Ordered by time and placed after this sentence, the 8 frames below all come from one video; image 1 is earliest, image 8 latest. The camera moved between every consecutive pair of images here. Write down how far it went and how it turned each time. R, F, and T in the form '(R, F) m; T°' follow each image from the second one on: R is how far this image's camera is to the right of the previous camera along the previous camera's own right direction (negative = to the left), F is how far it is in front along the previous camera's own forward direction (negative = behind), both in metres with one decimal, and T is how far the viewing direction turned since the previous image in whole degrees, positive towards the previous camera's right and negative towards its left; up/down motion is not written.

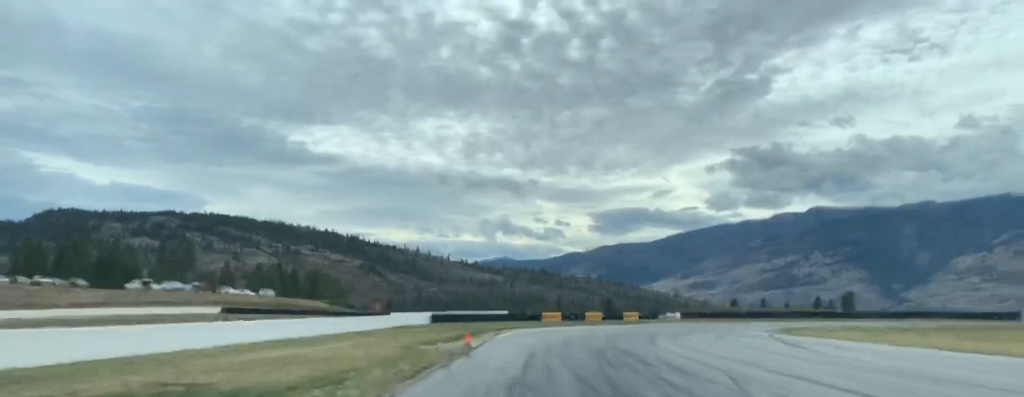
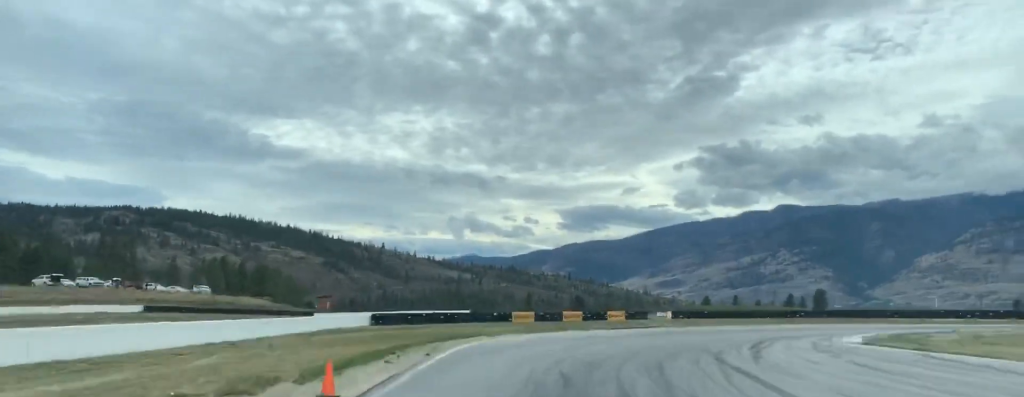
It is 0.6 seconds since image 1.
(+0.4, +16.1) m; +5°
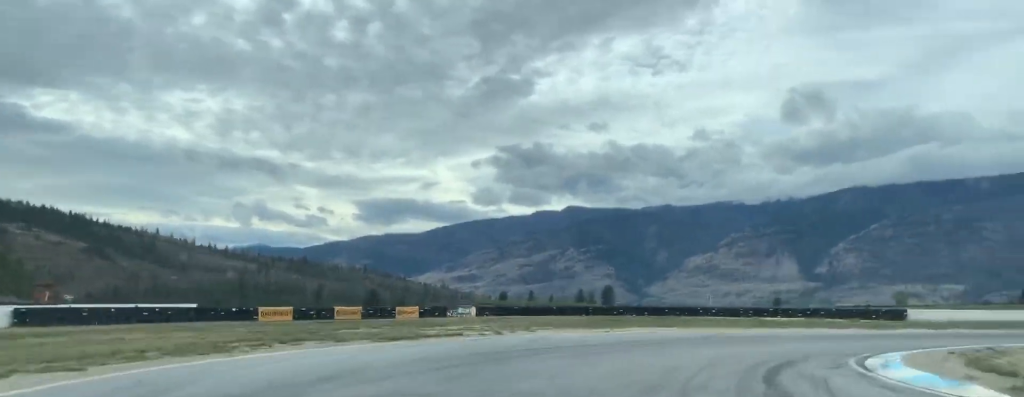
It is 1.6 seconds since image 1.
(+1.6, +21.2) m; +17°
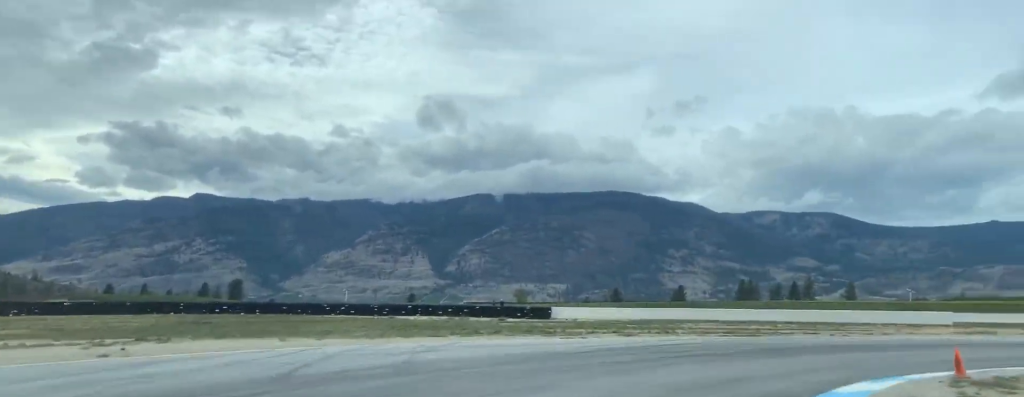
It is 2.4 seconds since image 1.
(+2.5, +15.7) m; +25°
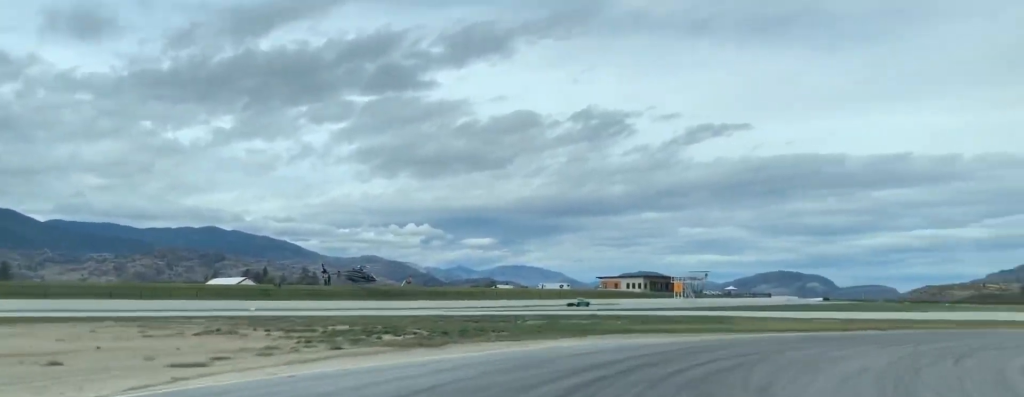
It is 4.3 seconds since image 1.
(+16.6, +25.6) m; +64°
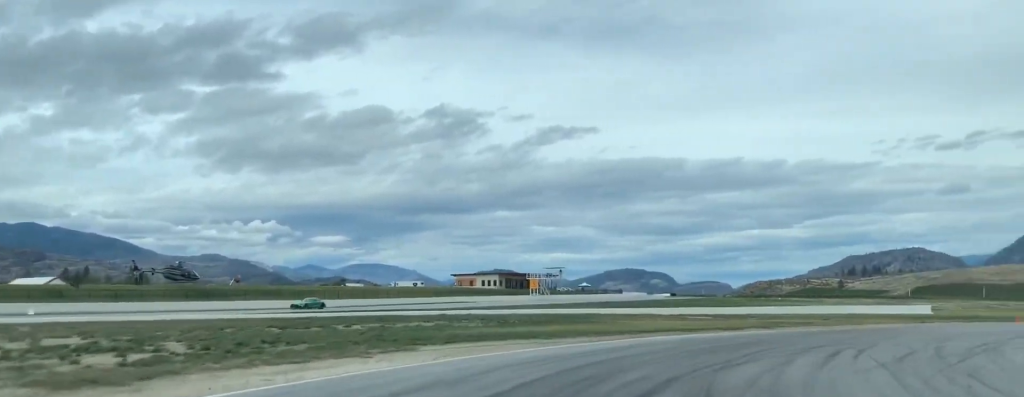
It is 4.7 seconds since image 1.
(+1.5, +7.9) m; +12°
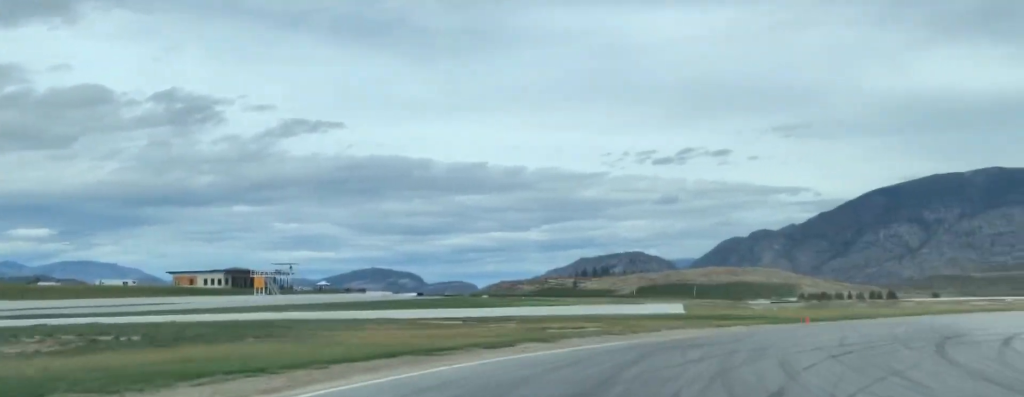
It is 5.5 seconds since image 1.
(+2.4, +14.0) m; +18°
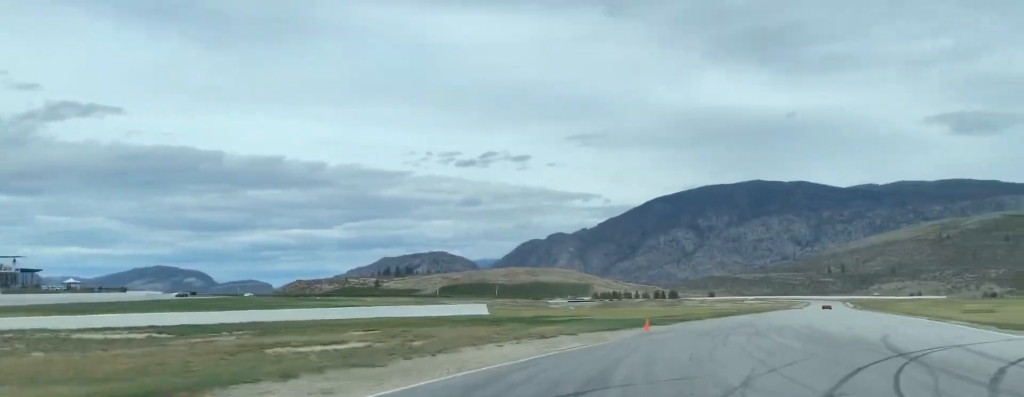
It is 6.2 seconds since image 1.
(+0.8, +13.0) m; +14°
